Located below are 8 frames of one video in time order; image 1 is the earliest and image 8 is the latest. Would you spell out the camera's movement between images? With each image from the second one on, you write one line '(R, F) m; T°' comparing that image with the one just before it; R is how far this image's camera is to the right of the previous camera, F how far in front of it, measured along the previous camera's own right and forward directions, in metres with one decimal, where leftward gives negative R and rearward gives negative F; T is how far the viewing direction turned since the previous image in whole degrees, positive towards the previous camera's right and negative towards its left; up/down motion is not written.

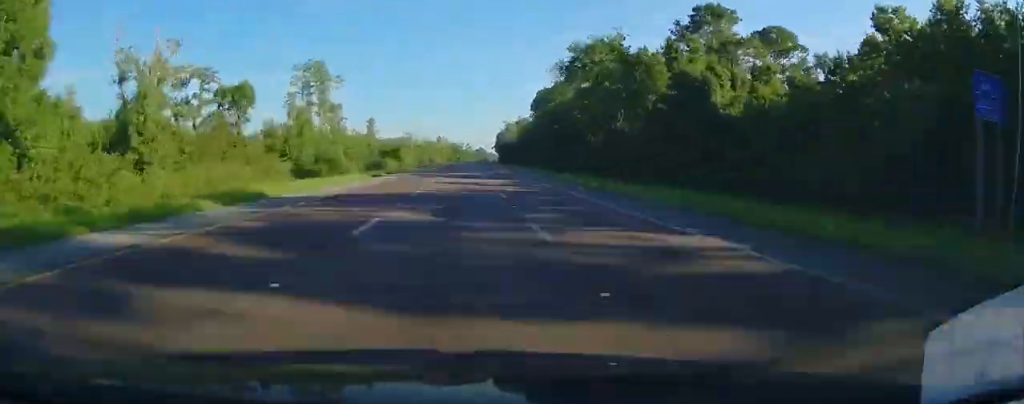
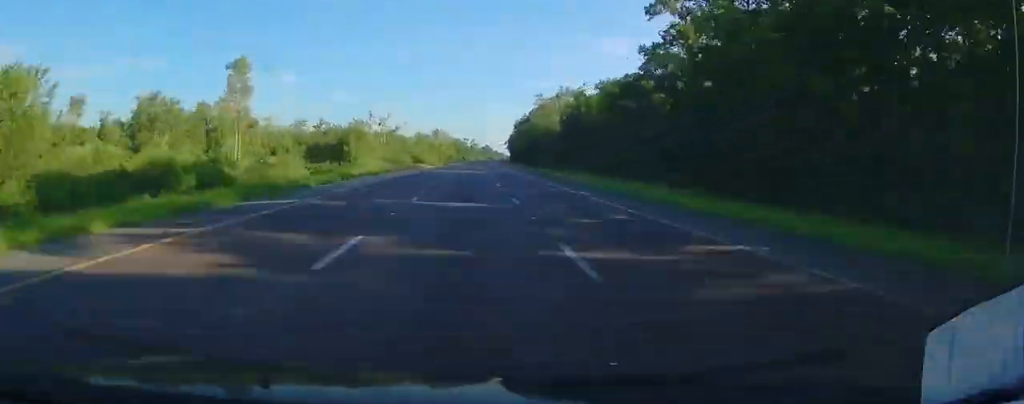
(+0.5, +88.6) m; +1°
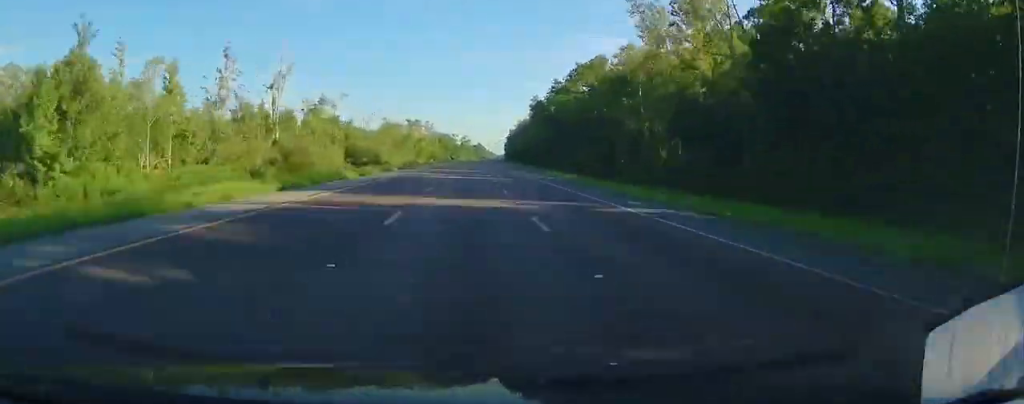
(+0.1, +79.4) m; +1°
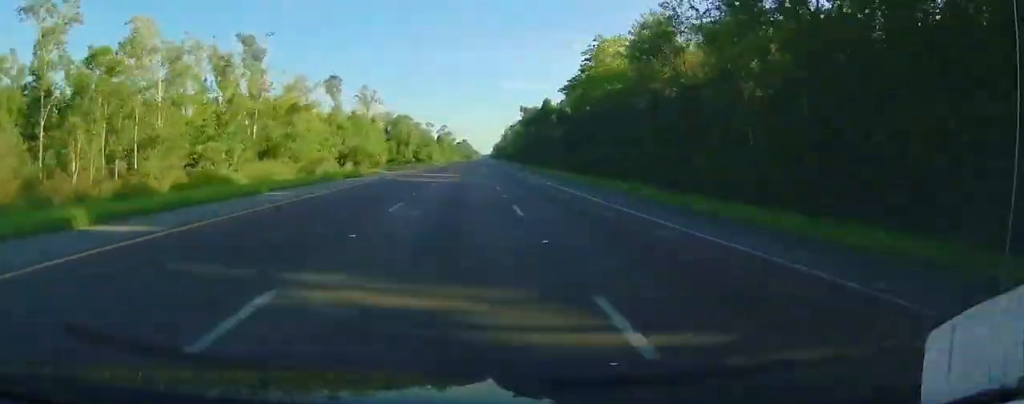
(+1.5, +141.4) m; +1°
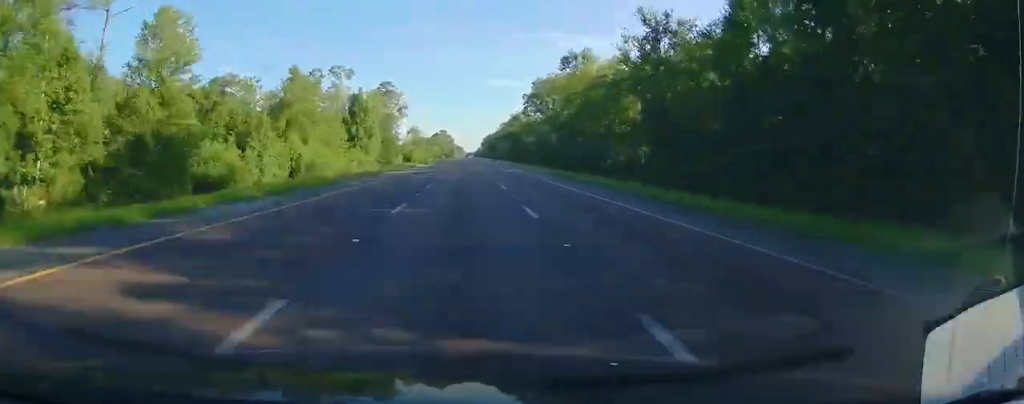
(+2.1, +180.1) m; +1°
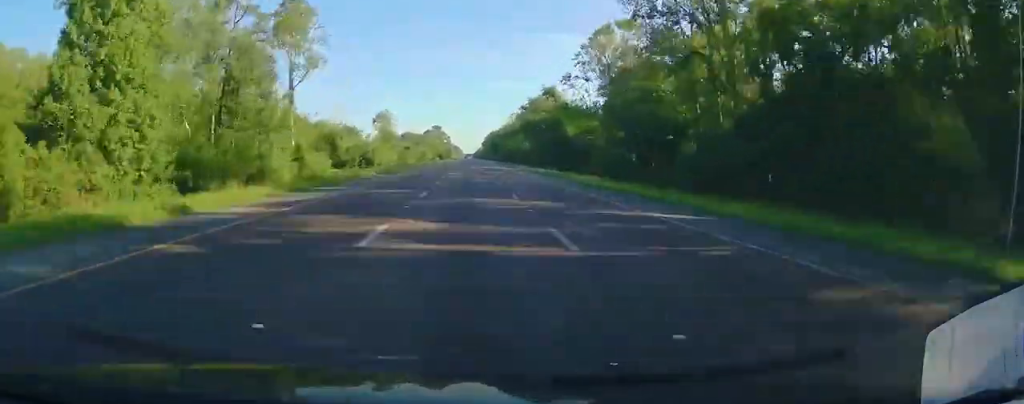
(-0.1, +75.9) m; 0°
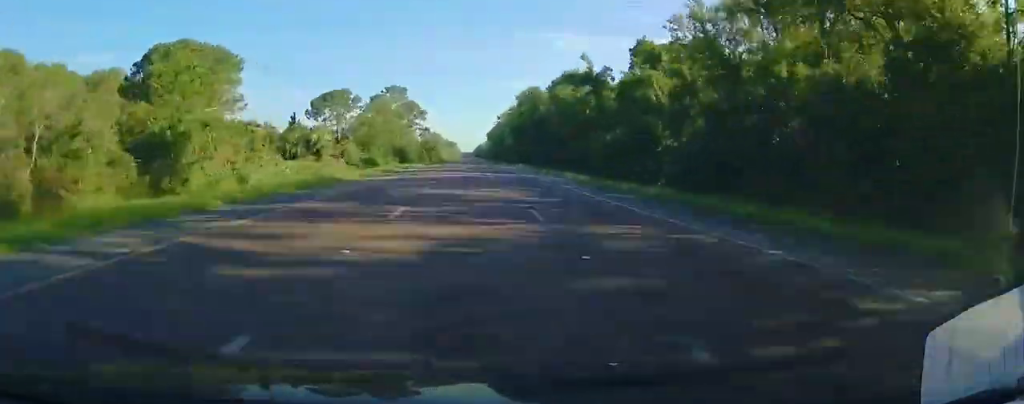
(+0.4, +197.4) m; 0°
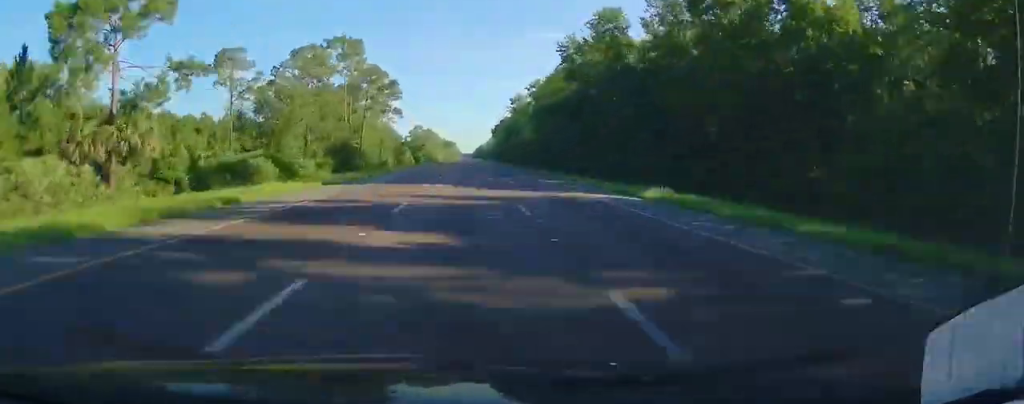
(-0.2, +70.1) m; 0°
